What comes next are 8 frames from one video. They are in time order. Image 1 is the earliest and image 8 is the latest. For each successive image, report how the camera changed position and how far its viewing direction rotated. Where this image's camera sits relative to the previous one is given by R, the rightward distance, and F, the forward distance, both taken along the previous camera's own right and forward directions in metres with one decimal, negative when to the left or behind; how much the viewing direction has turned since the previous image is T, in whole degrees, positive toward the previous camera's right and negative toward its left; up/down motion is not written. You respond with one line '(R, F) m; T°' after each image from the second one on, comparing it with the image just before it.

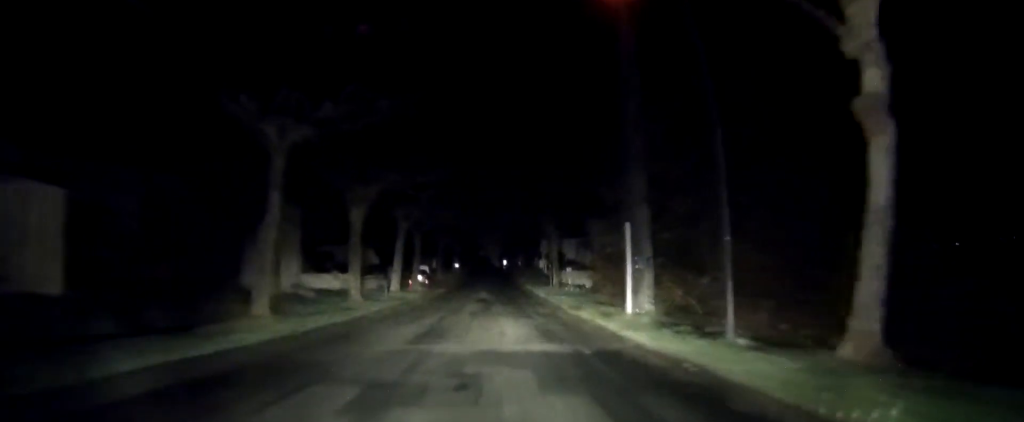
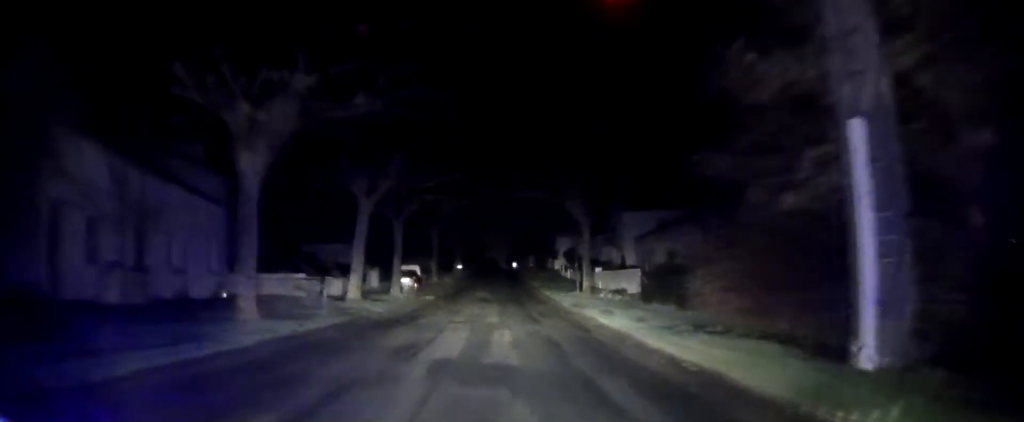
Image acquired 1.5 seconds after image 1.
(-0.1, +14.0) m; -3°
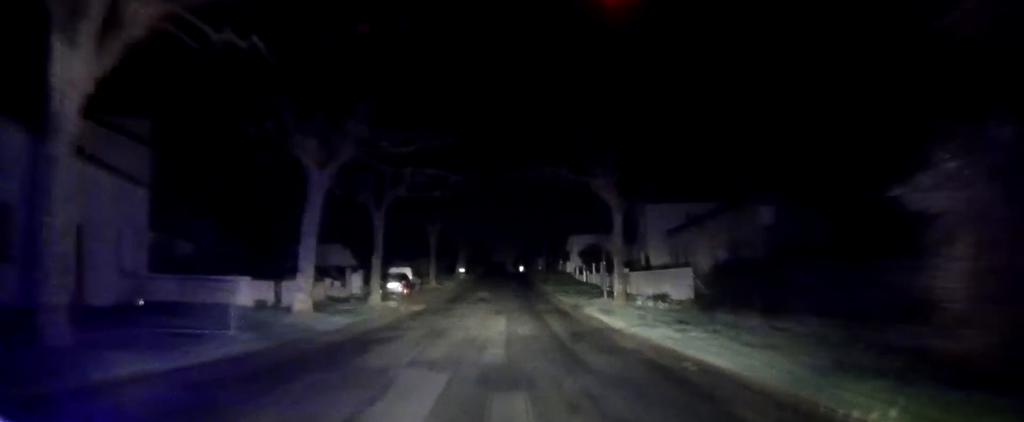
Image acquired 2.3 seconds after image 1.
(-0.2, +8.4) m; -3°
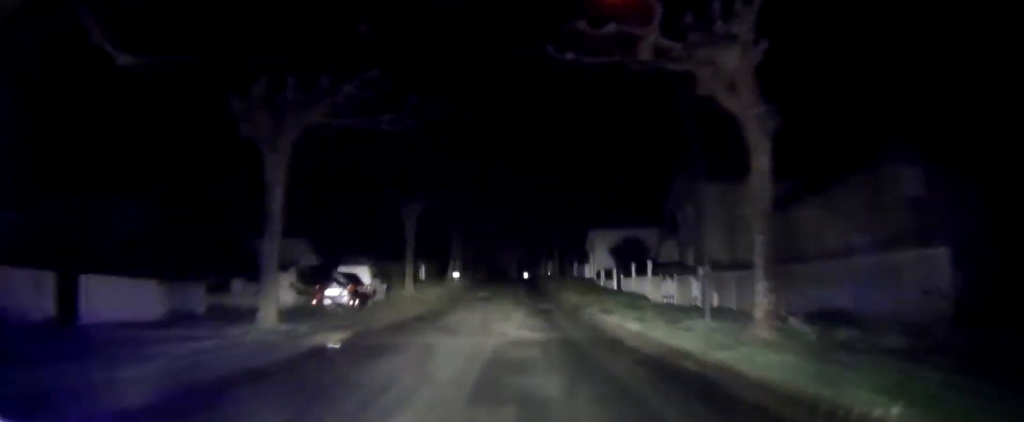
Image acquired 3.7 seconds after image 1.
(+0.1, +15.7) m; +2°
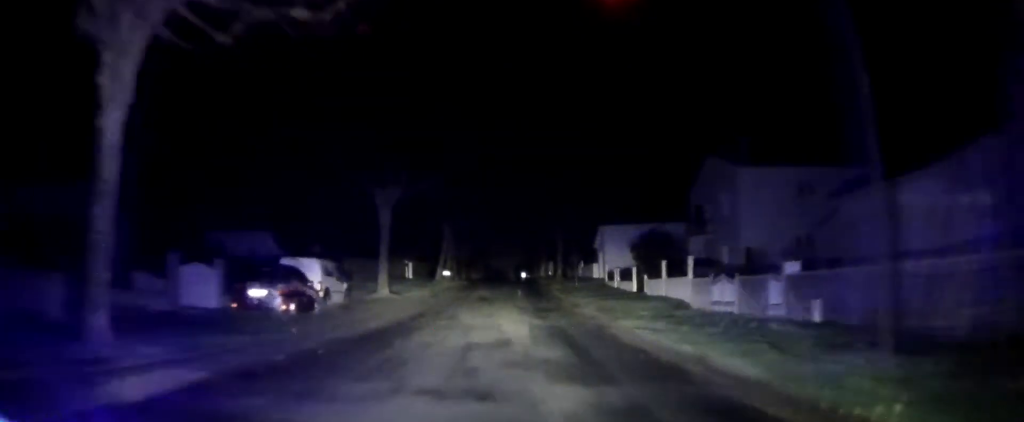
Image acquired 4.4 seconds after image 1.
(+0.2, +8.1) m; +1°
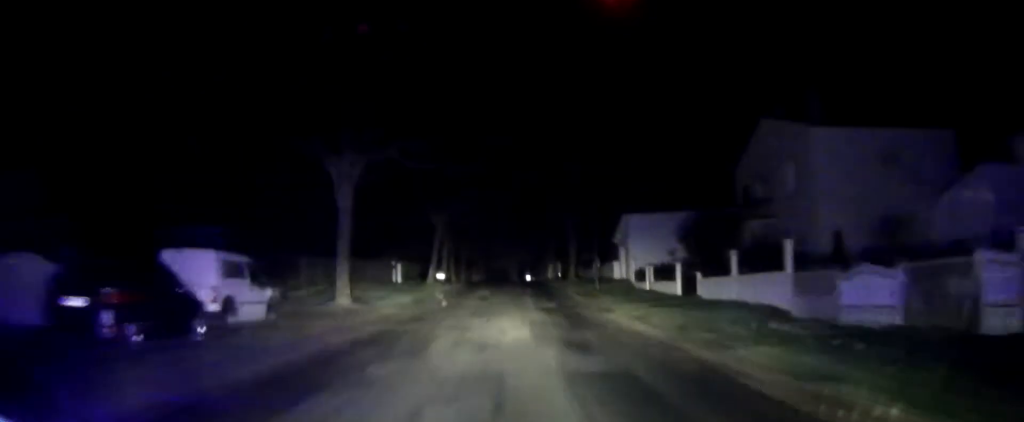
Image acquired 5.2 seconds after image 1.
(-0.1, +9.1) m; 0°
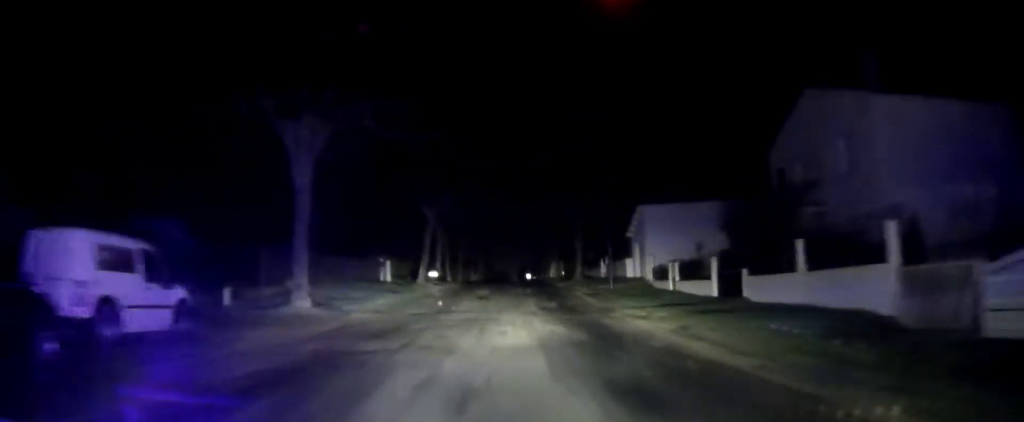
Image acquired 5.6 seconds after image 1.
(0.0, +5.2) m; 0°
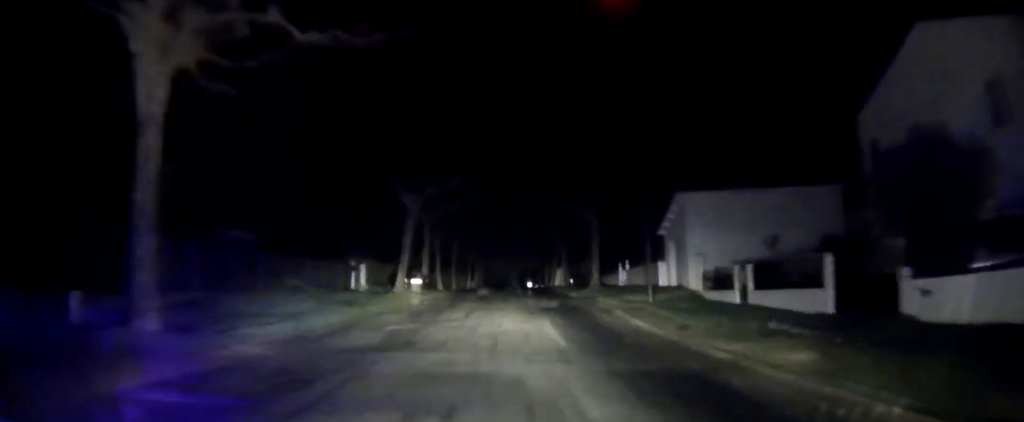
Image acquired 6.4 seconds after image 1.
(0.0, +9.2) m; 0°
